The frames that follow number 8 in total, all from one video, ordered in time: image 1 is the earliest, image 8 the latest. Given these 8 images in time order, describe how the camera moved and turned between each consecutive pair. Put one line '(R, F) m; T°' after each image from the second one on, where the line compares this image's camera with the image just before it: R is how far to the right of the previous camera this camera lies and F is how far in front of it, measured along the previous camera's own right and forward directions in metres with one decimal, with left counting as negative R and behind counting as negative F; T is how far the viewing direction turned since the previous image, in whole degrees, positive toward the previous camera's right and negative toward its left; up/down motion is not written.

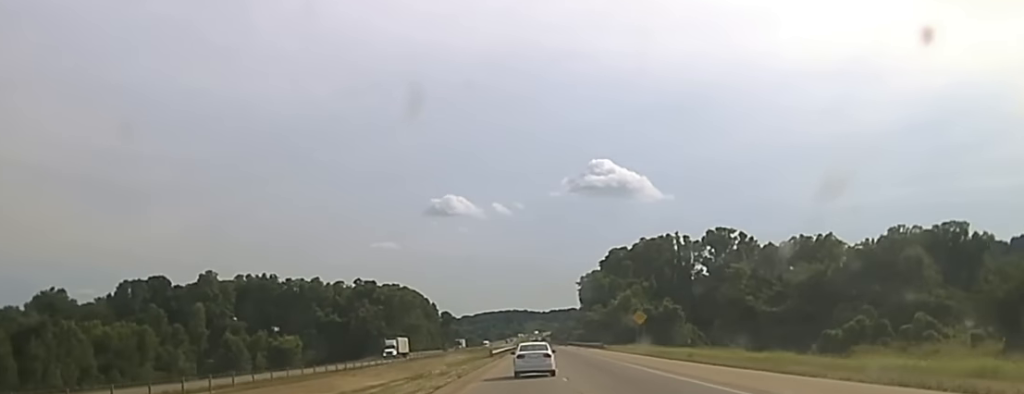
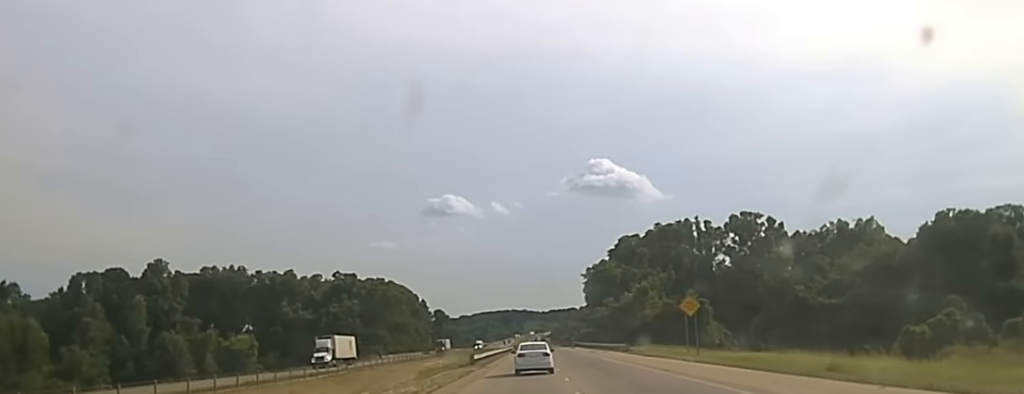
(0.0, +35.6) m; 0°
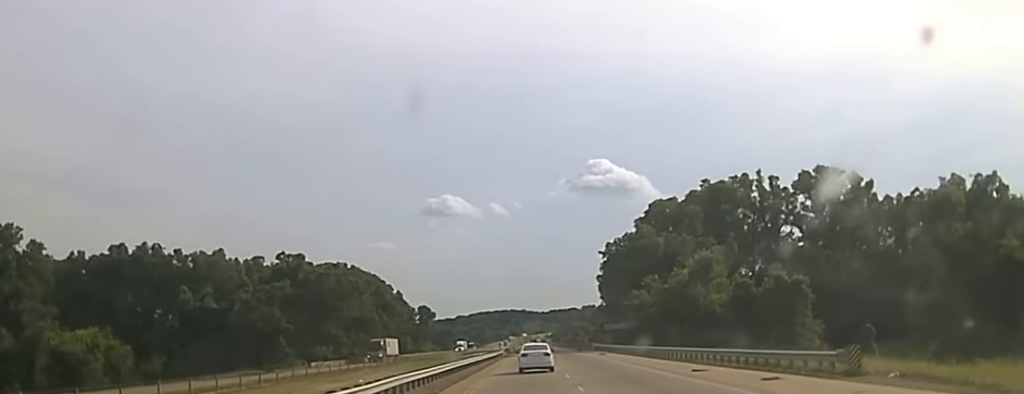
(+0.4, +69.1) m; 0°
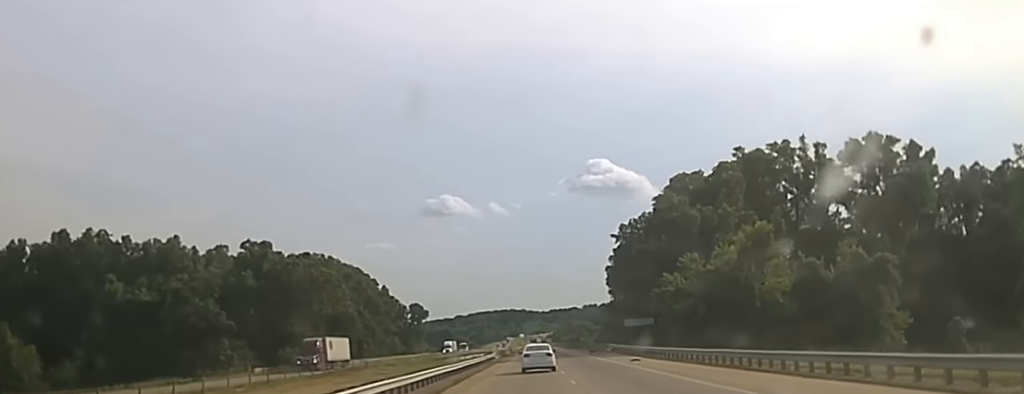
(0.0, +29.0) m; 0°
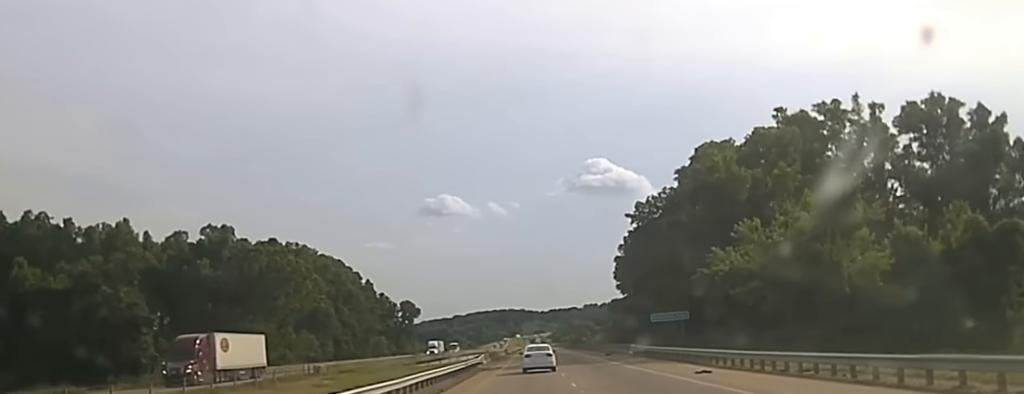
(0.0, +24.4) m; 0°
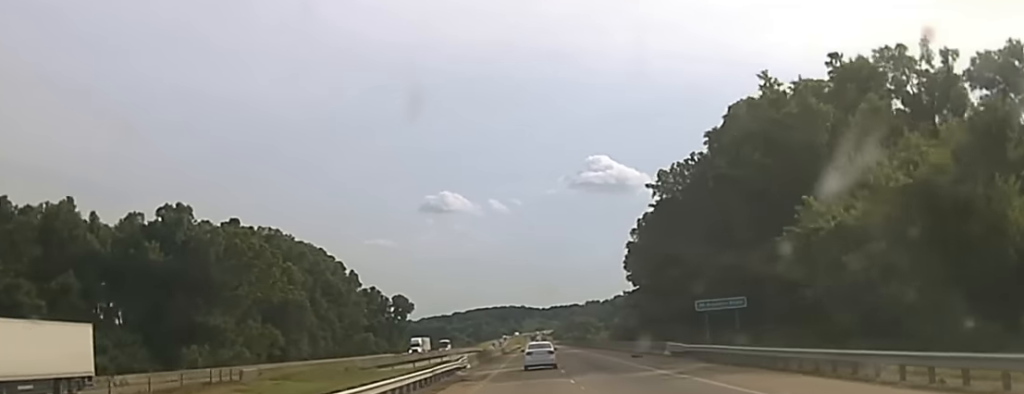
(0.0, +25.3) m; 0°
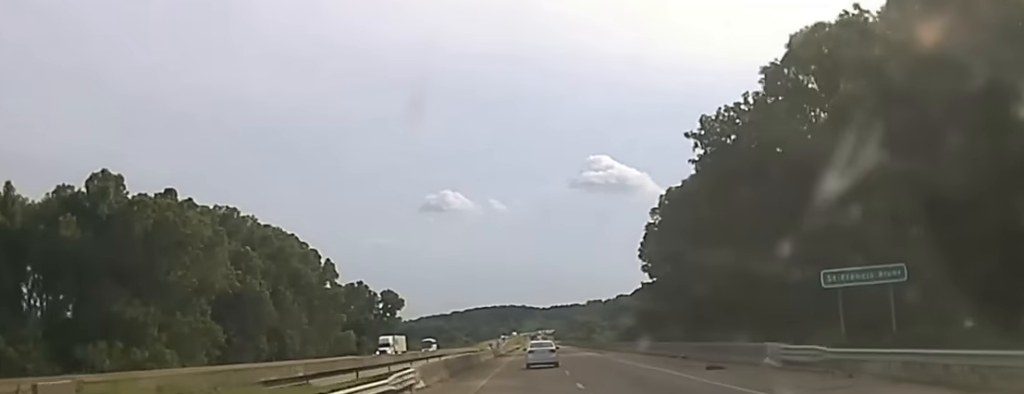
(-0.1, +29.2) m; 0°
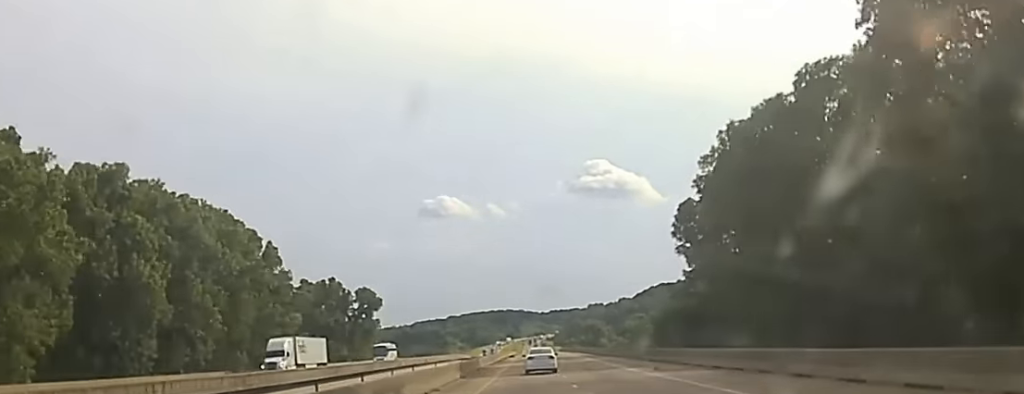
(0.0, +42.2) m; 0°
